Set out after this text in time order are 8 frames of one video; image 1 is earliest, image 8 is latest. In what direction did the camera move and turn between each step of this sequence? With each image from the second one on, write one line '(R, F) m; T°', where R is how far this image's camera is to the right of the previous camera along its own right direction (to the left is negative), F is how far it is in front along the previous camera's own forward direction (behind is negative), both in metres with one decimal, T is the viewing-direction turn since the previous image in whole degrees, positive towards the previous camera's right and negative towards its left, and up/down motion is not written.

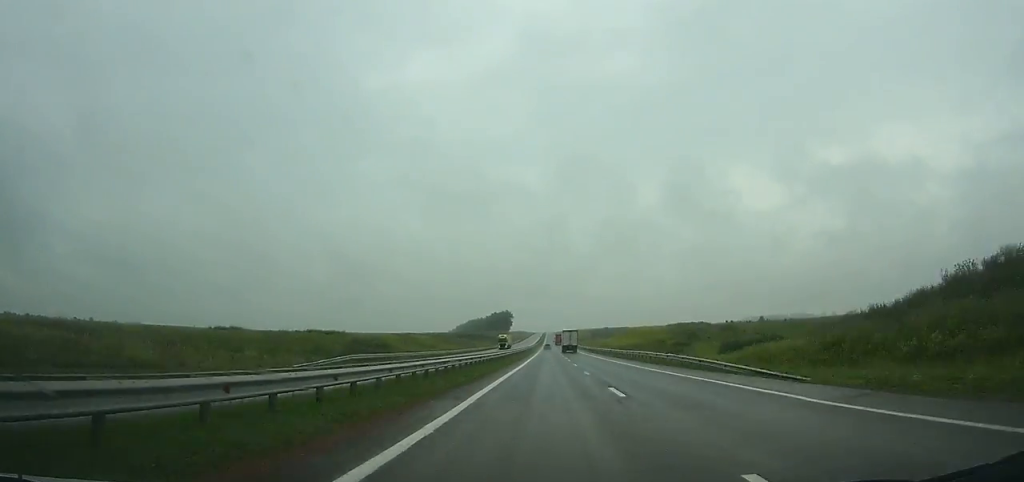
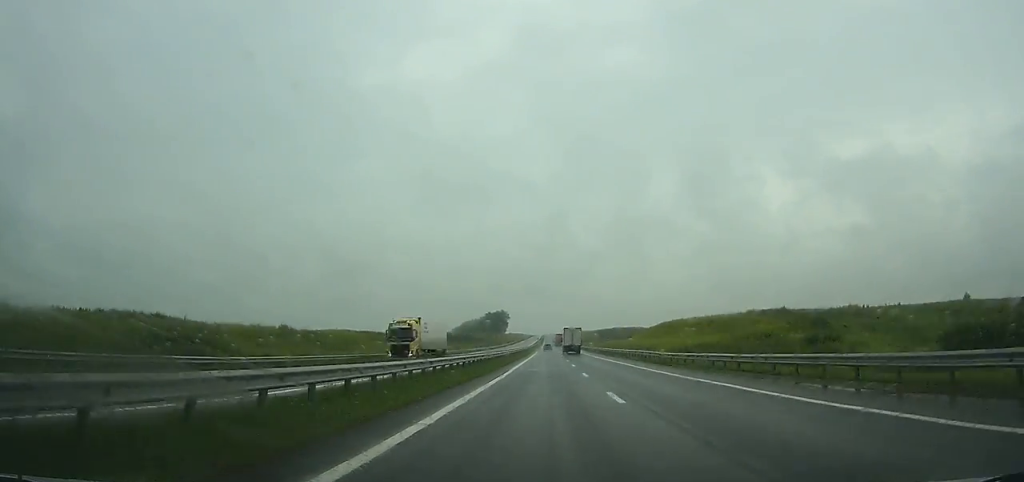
(0.0, +62.8) m; 0°
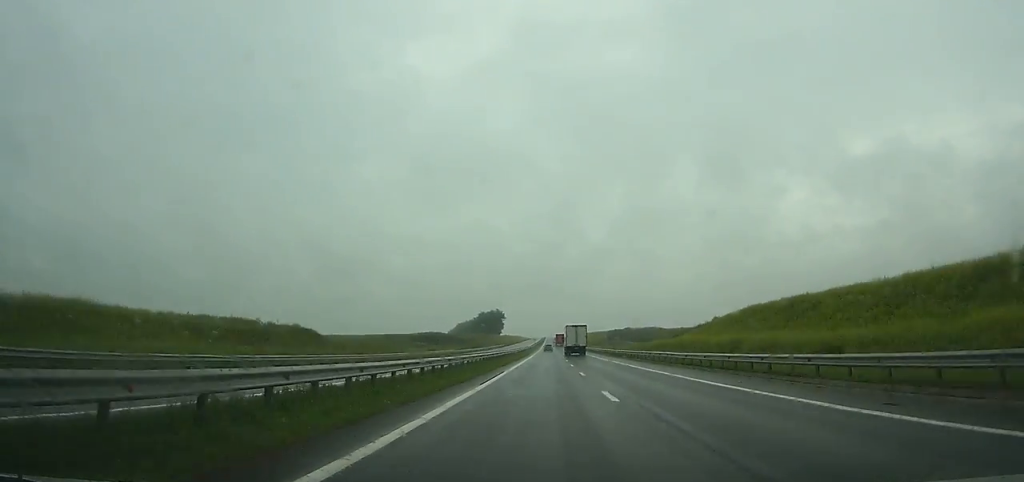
(0.0, +59.3) m; 0°
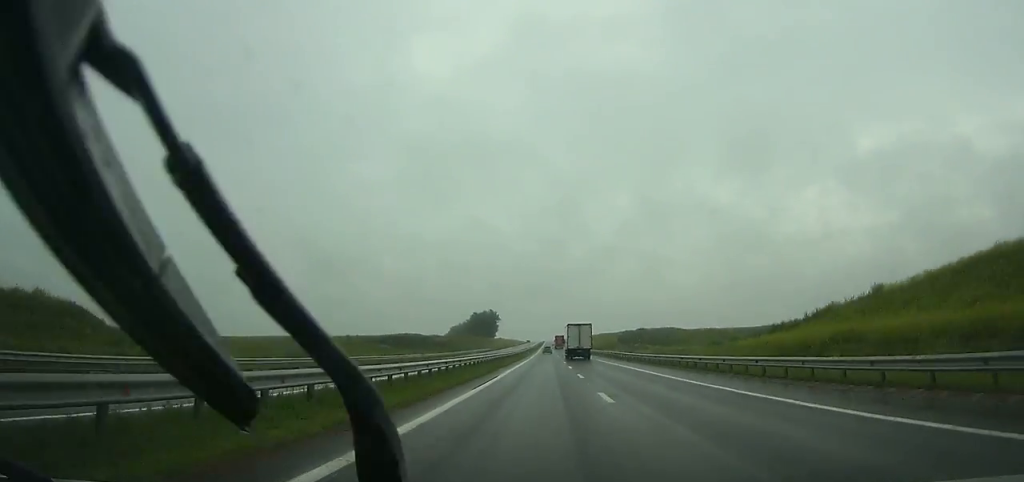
(-0.1, +46.3) m; 0°
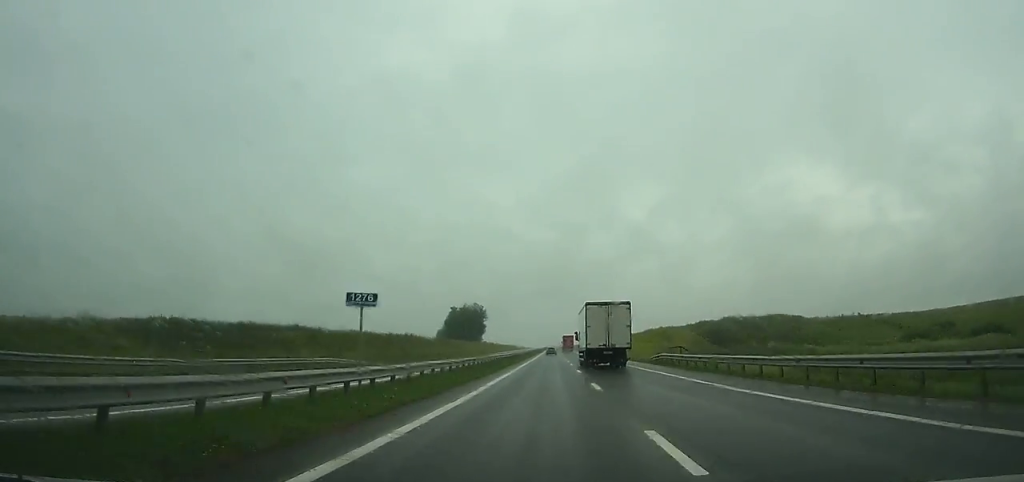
(-0.1, +128.1) m; 0°
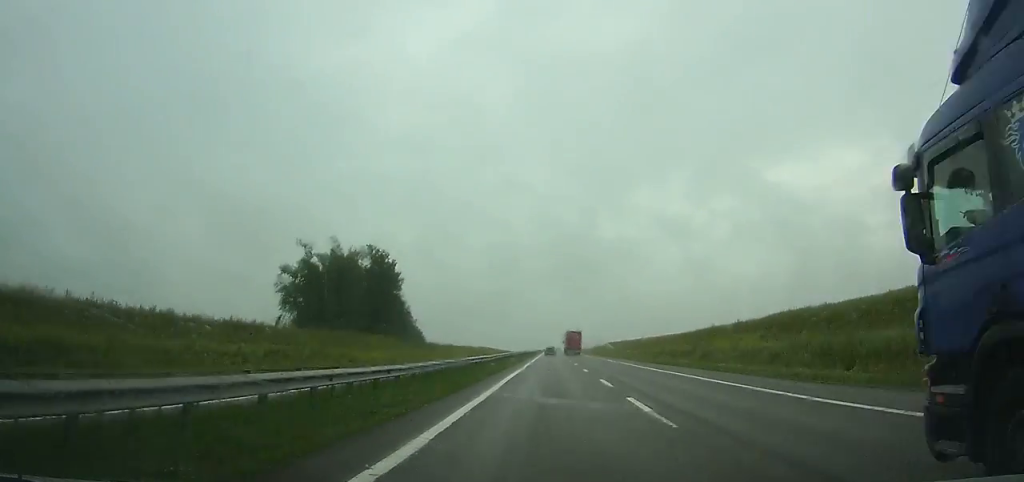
(-0.3, +199.3) m; 0°
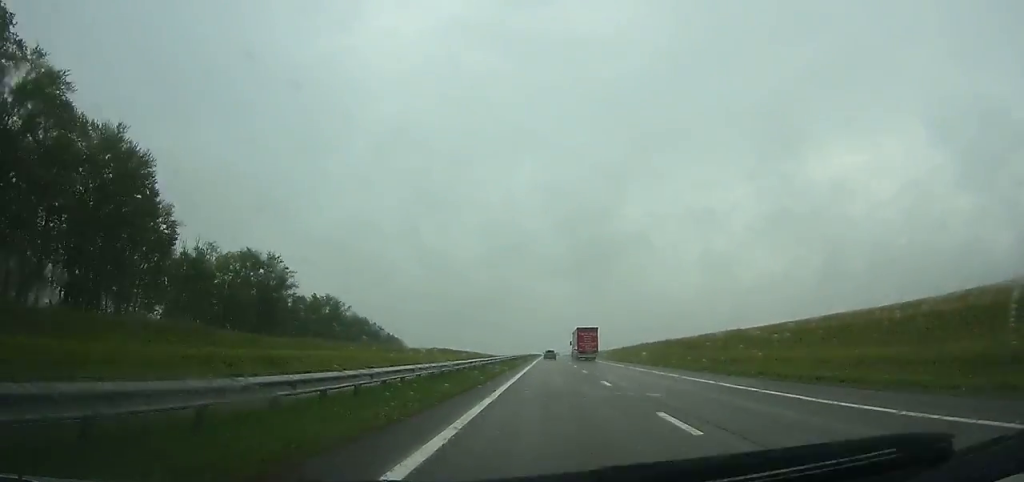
(+0.2, +117.4) m; 0°
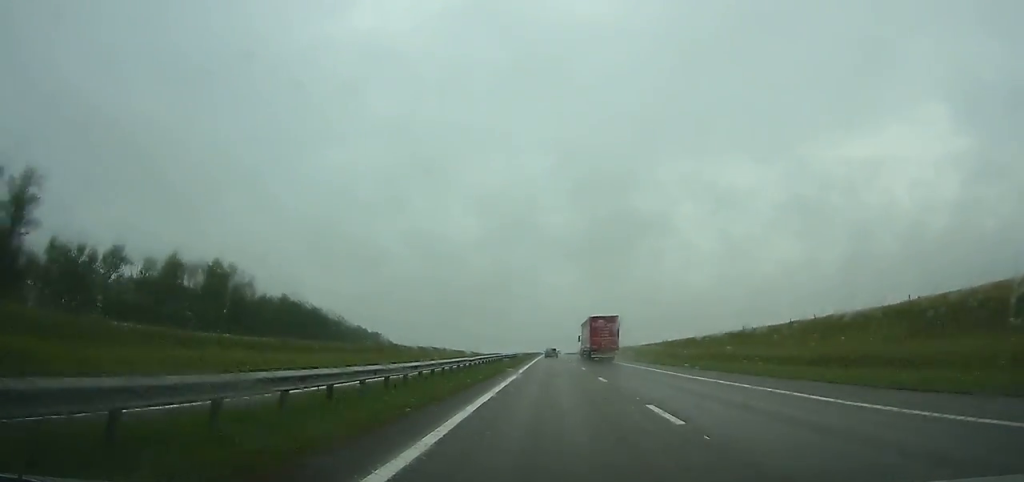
(+0.1, +82.0) m; 0°
